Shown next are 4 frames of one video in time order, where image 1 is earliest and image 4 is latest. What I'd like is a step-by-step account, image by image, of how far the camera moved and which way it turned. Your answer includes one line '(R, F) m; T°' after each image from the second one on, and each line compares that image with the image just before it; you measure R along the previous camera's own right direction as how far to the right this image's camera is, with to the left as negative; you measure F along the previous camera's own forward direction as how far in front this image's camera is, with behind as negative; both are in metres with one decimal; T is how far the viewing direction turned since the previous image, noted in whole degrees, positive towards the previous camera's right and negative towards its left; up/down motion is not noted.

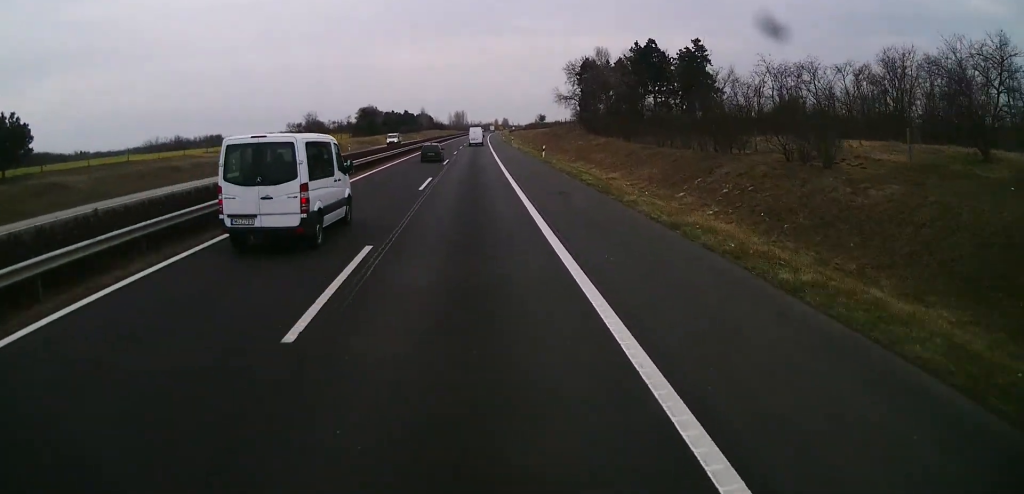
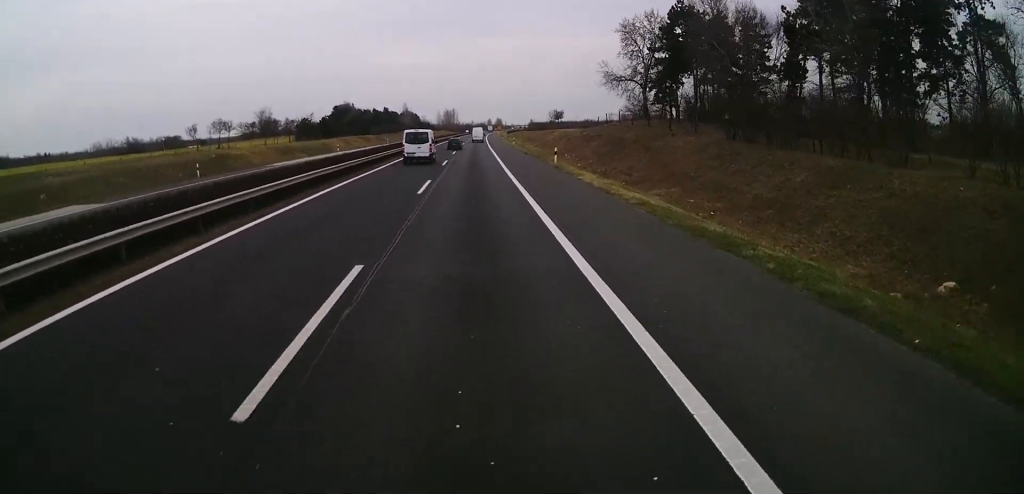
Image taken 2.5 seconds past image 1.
(-0.3, +58.1) m; 0°
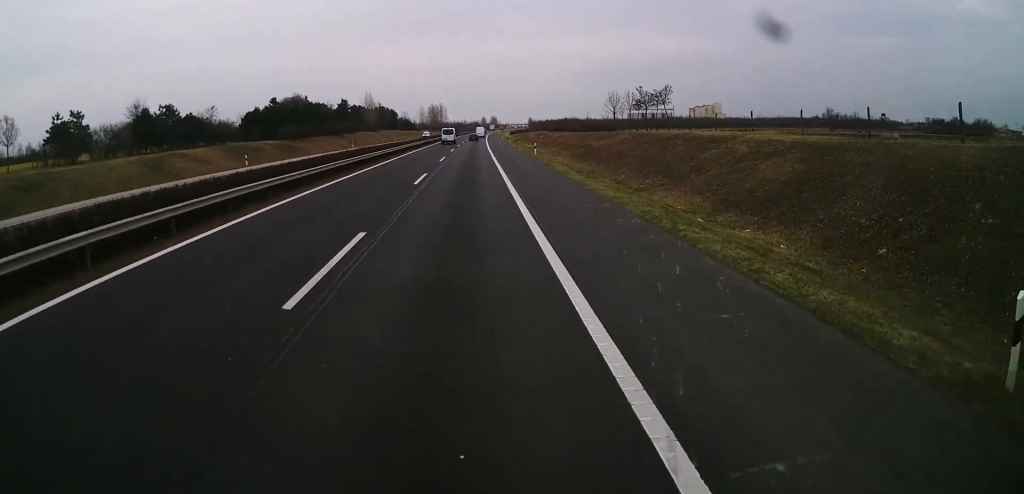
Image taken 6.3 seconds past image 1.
(+0.4, +85.2) m; +1°
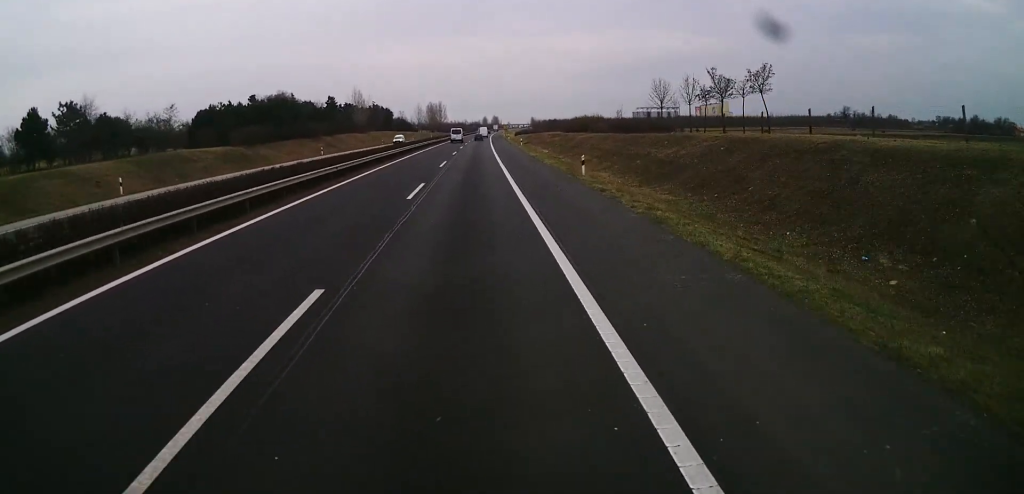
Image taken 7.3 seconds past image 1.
(+0.3, +22.8) m; +1°
